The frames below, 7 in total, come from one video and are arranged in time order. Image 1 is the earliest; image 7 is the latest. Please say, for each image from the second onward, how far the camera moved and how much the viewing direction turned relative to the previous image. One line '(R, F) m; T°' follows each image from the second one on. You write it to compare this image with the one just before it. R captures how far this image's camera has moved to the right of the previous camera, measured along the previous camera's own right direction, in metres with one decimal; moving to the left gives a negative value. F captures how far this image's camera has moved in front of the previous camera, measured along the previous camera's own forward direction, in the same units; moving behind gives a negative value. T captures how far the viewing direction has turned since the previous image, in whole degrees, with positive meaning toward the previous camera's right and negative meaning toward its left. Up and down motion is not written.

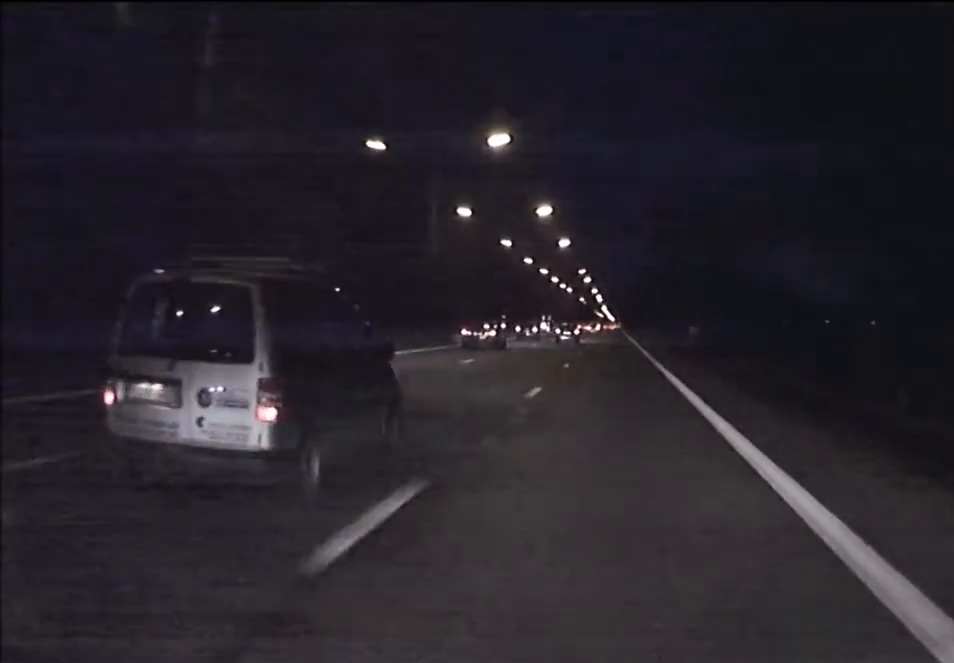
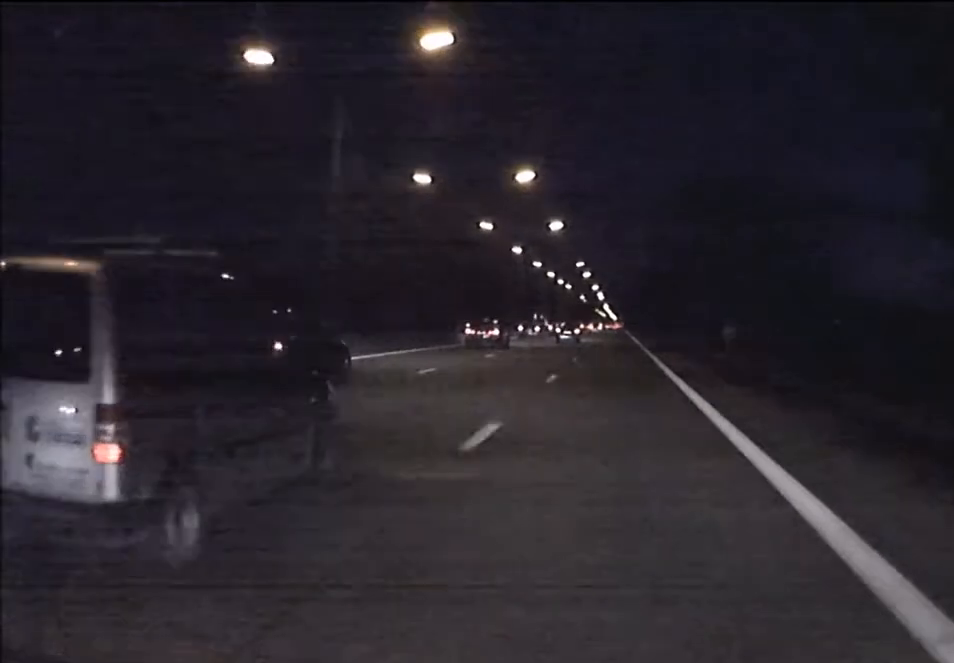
(0.0, +22.1) m; 0°
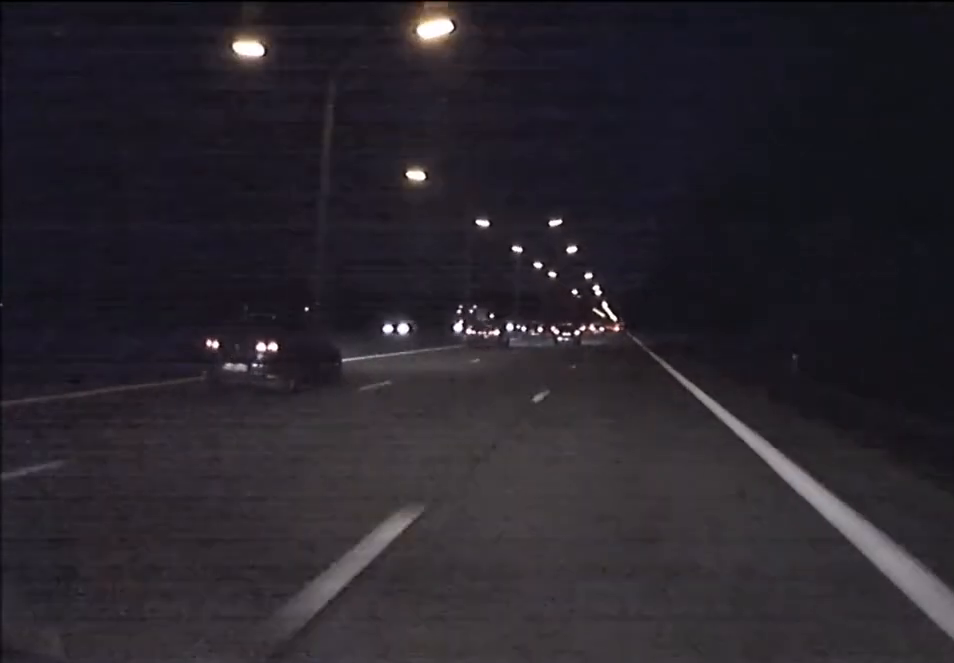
(0.0, +66.3) m; 0°
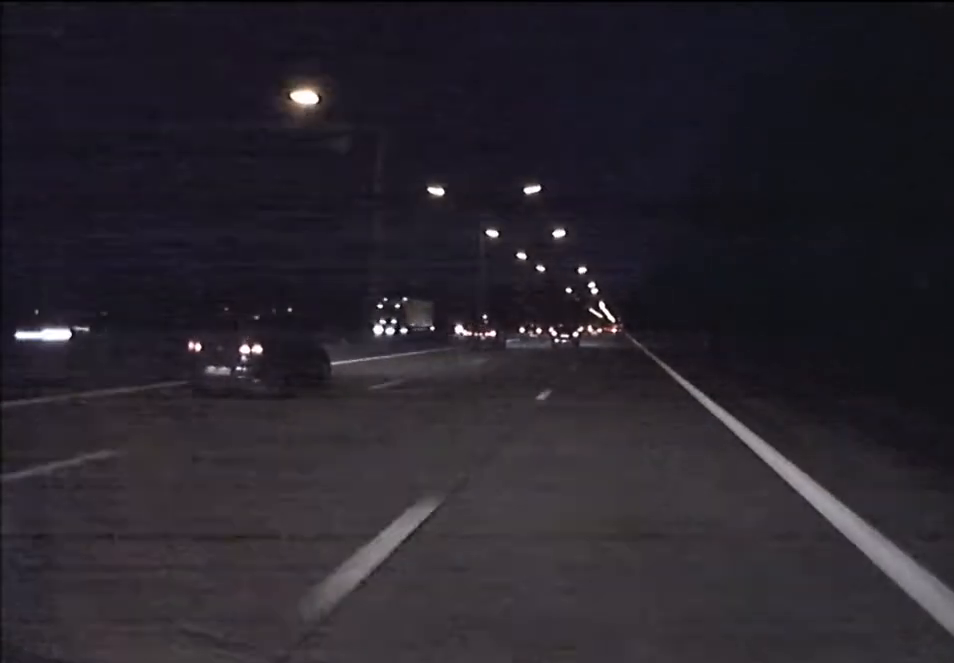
(0.0, +24.5) m; 0°
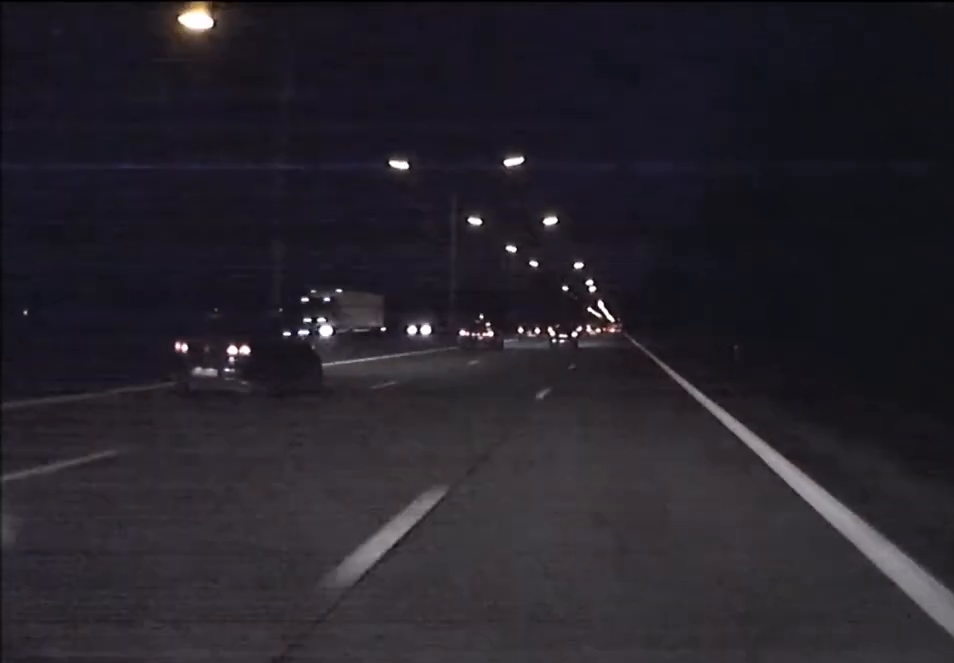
(0.0, +14.4) m; 0°
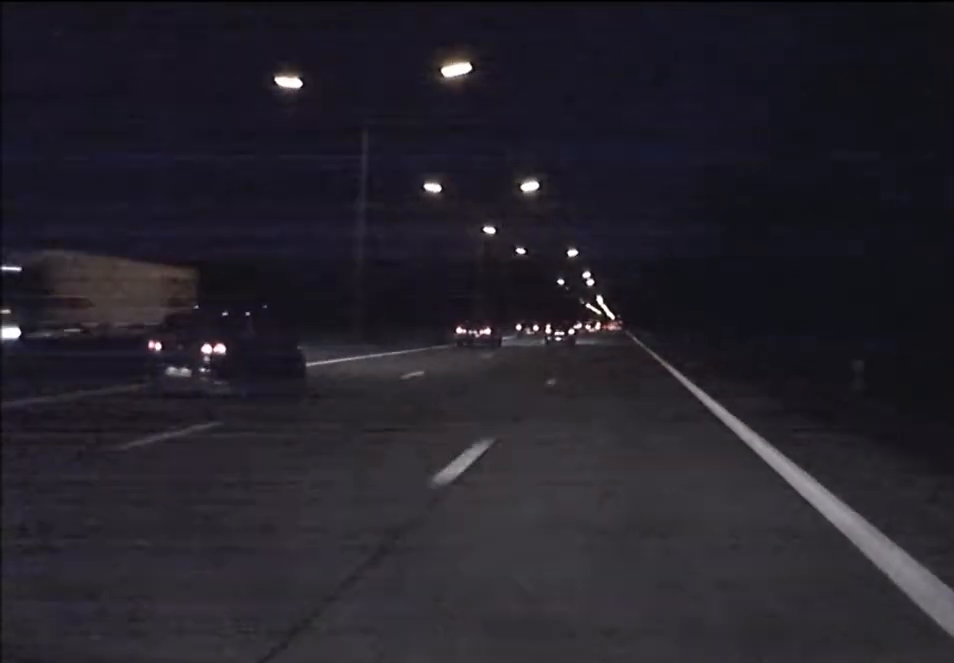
(0.0, +19.8) m; 0°
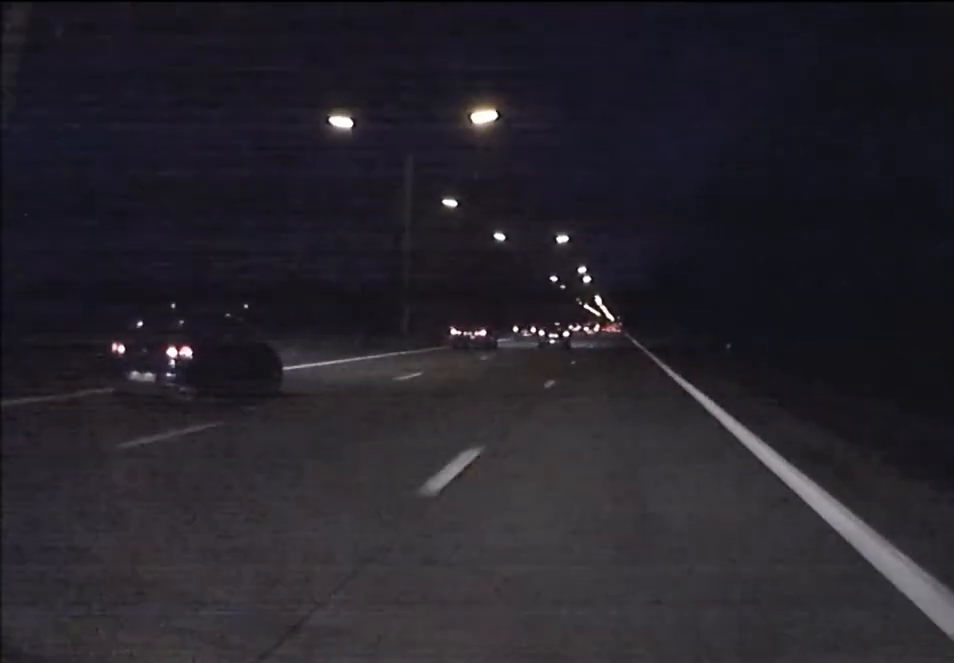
(0.0, +24.3) m; 0°
